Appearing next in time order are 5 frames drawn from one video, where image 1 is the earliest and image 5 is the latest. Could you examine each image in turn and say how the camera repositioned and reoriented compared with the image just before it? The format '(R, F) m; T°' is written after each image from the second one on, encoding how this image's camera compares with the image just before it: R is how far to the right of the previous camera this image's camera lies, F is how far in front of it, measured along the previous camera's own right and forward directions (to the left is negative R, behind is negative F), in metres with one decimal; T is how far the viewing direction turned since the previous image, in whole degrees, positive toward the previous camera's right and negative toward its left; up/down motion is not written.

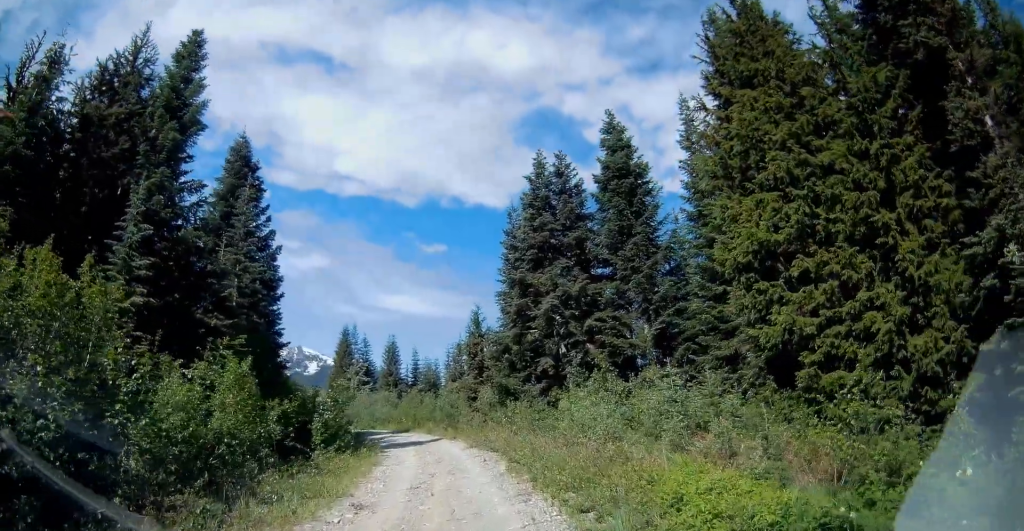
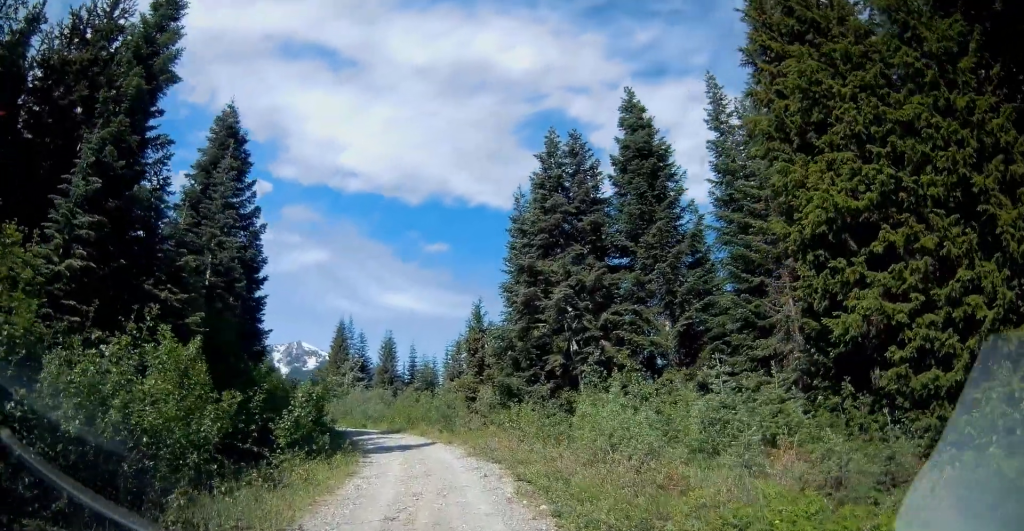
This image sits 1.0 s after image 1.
(0.0, +3.0) m; -1°
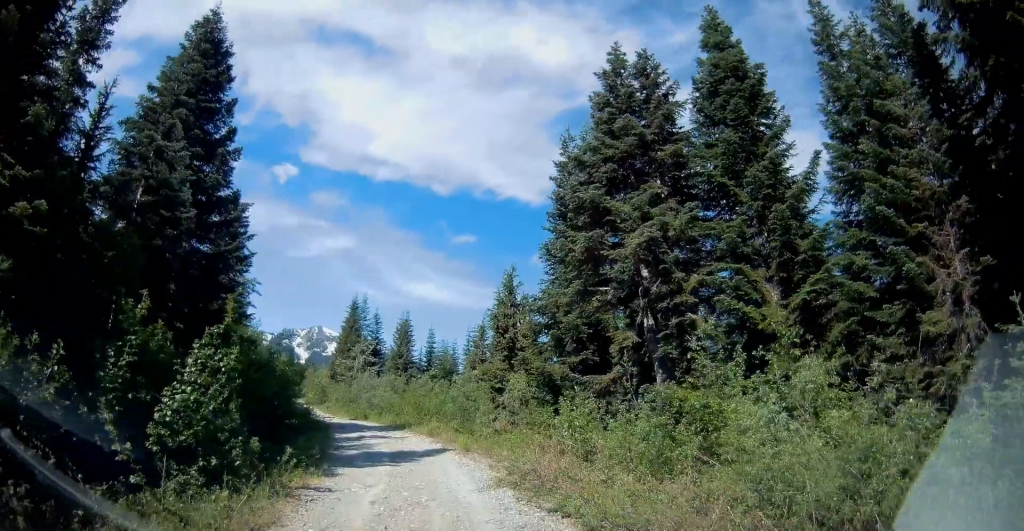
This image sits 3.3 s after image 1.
(-0.1, +6.9) m; -1°
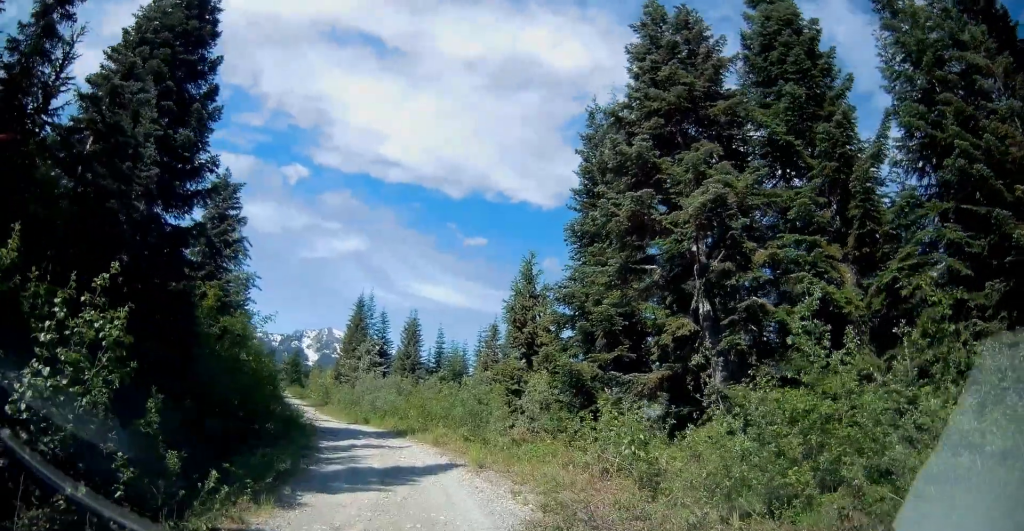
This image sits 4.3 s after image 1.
(-0.1, +3.4) m; -6°
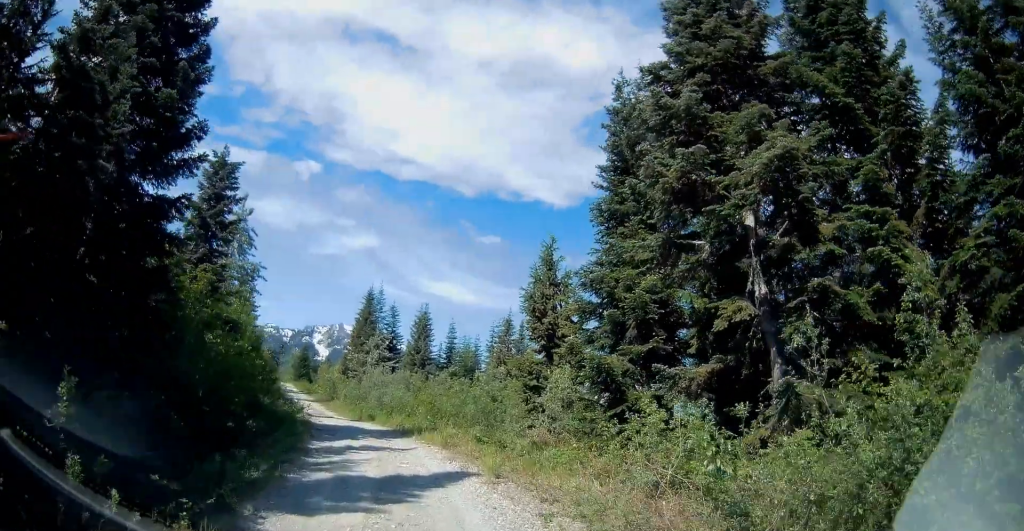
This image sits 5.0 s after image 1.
(-0.1, +2.2) m; -1°
